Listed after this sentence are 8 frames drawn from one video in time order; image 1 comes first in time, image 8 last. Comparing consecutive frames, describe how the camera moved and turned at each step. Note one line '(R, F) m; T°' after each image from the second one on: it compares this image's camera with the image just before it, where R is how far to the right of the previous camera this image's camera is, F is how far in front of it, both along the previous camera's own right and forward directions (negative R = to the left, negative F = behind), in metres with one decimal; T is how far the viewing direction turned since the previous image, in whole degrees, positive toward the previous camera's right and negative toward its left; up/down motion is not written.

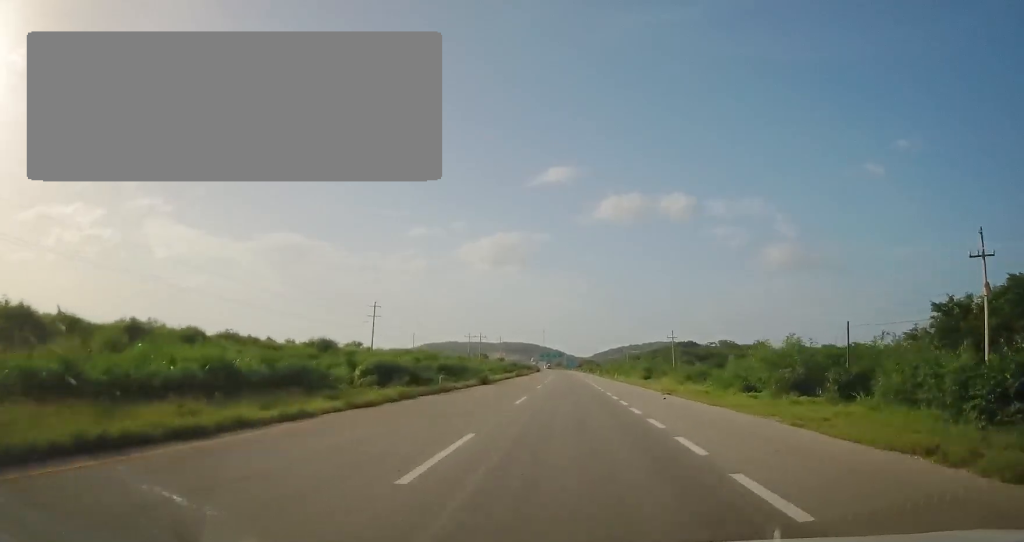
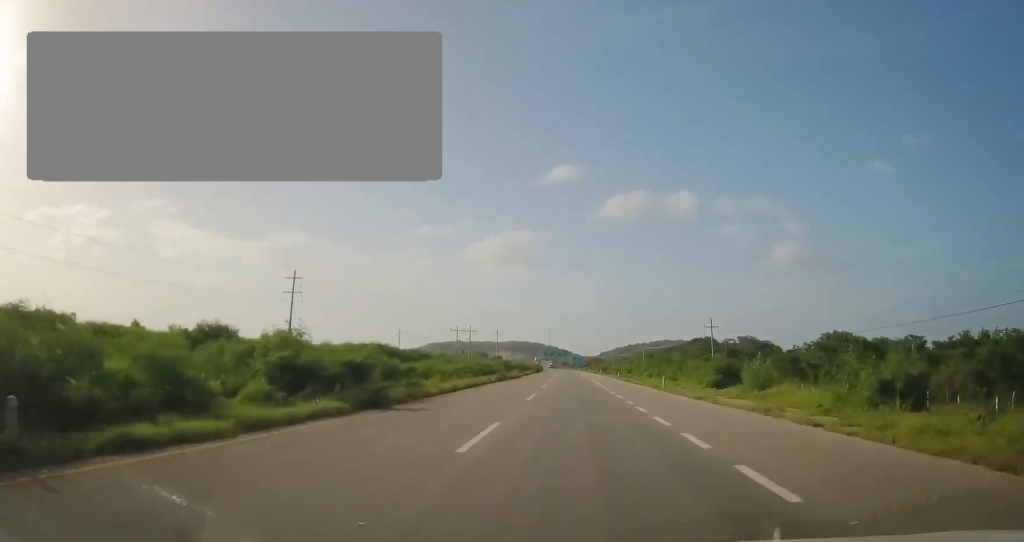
(-0.1, +27.8) m; -1°
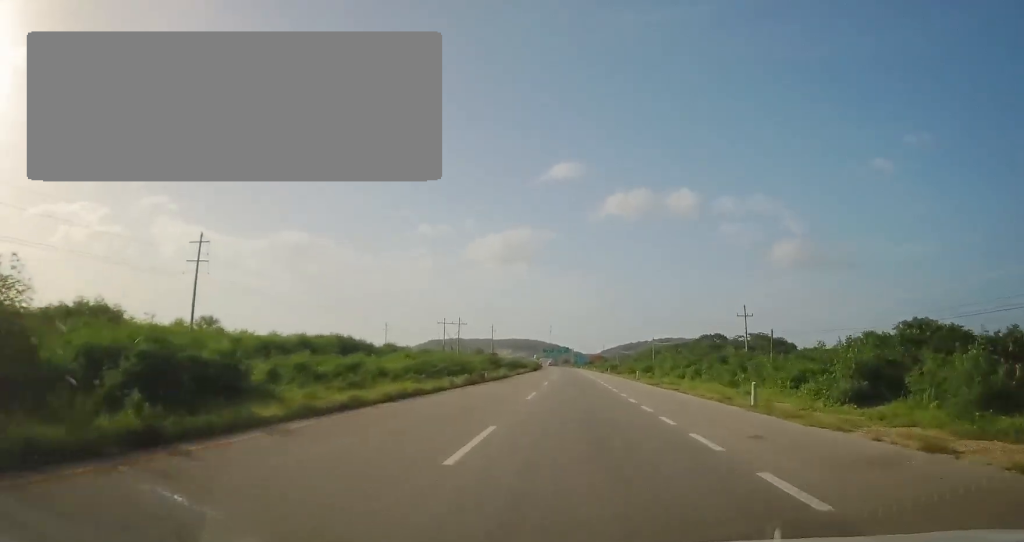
(-0.2, +16.9) m; 0°
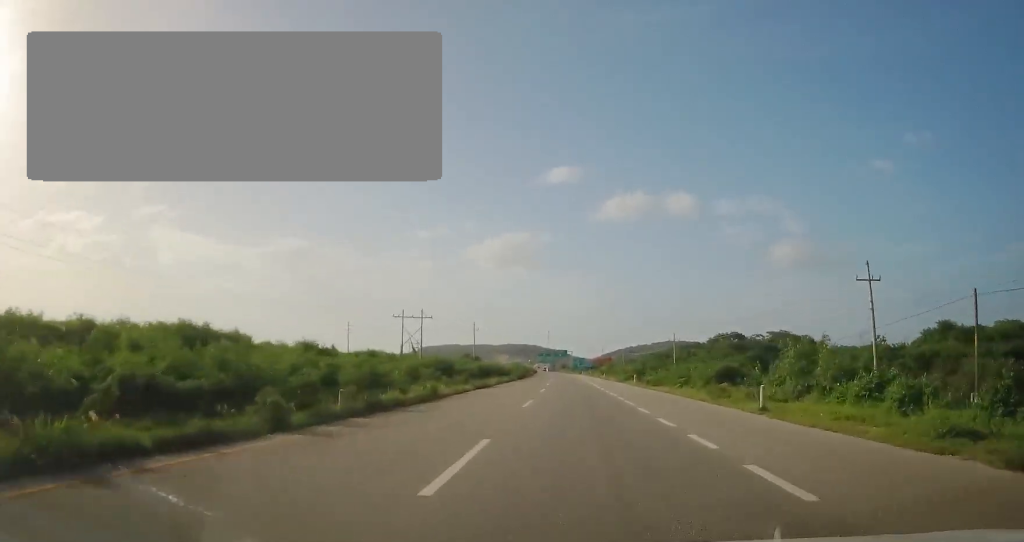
(0.0, +32.0) m; +1°
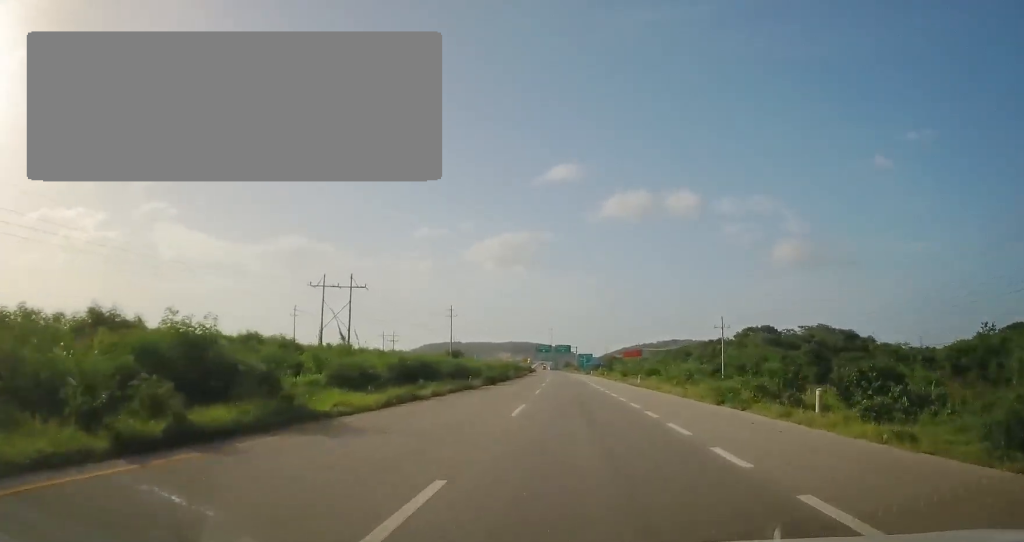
(+0.3, +33.8) m; +2°
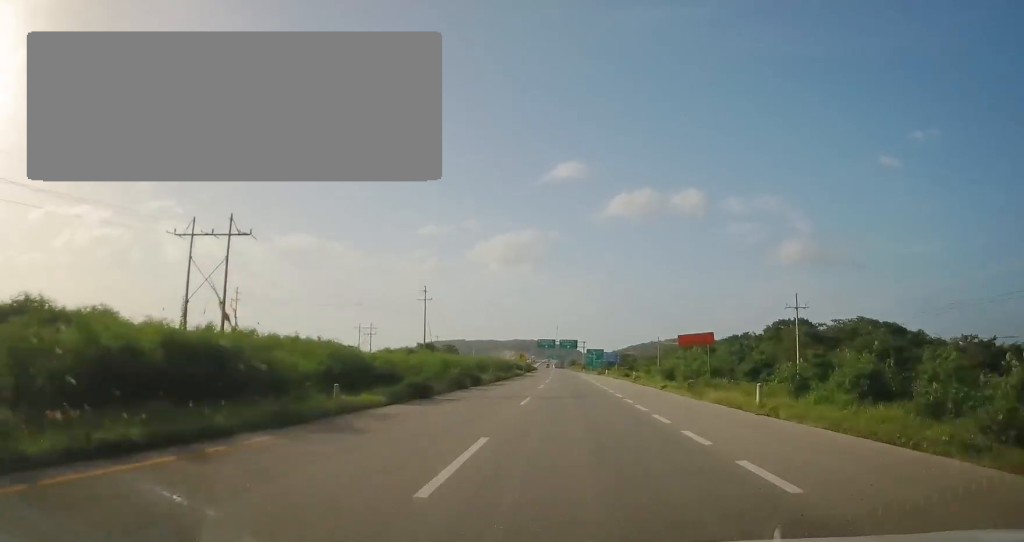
(+0.4, +25.8) m; -1°
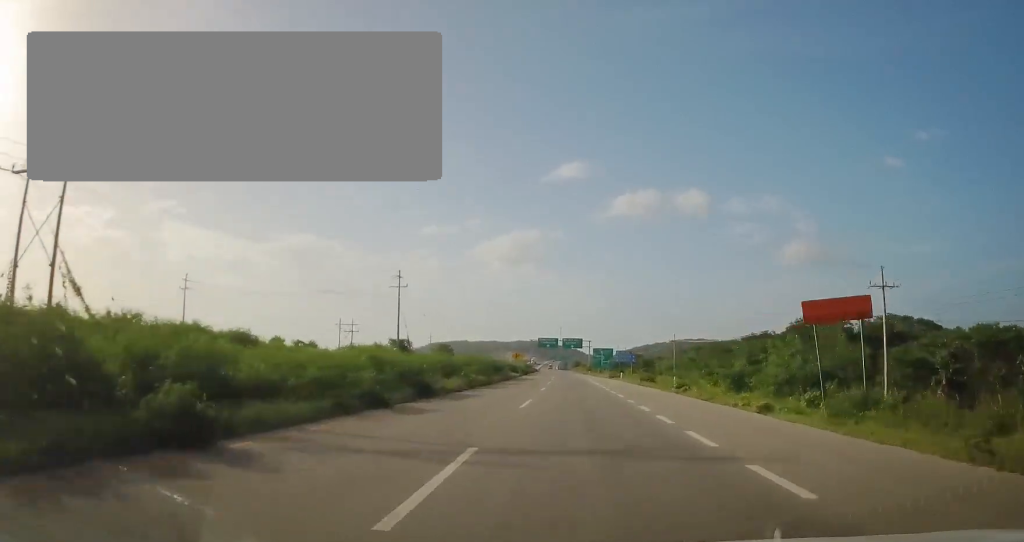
(-0.3, +16.3) m; -2°
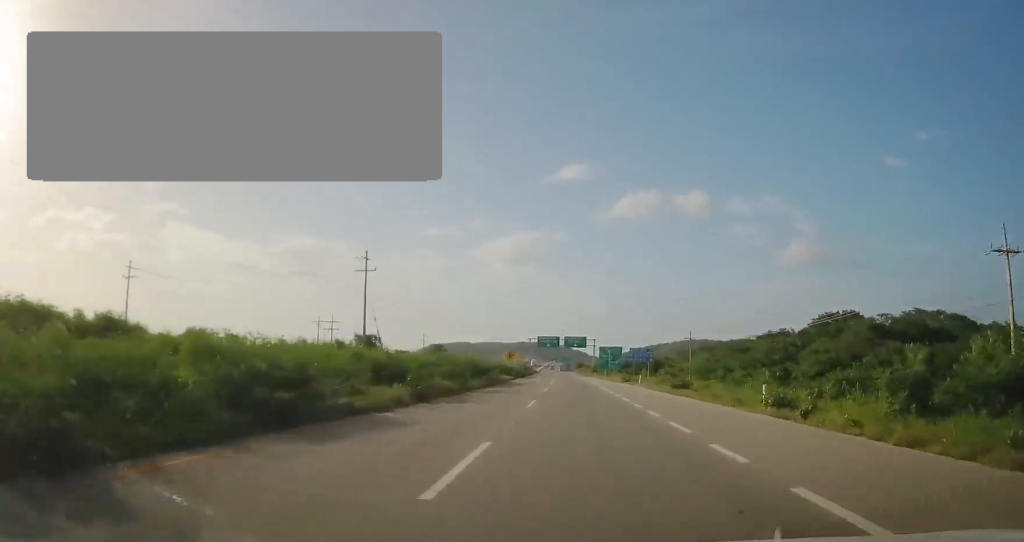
(-0.2, +13.8) m; -1°
